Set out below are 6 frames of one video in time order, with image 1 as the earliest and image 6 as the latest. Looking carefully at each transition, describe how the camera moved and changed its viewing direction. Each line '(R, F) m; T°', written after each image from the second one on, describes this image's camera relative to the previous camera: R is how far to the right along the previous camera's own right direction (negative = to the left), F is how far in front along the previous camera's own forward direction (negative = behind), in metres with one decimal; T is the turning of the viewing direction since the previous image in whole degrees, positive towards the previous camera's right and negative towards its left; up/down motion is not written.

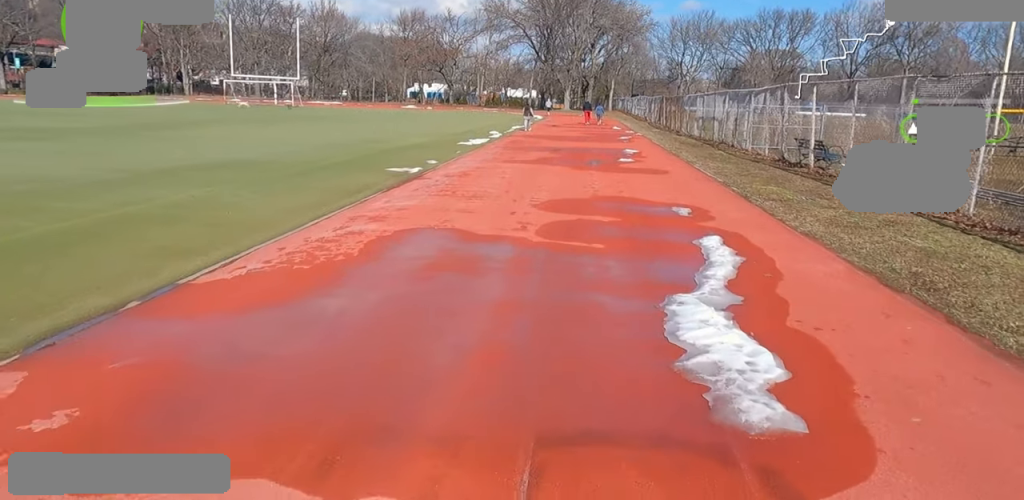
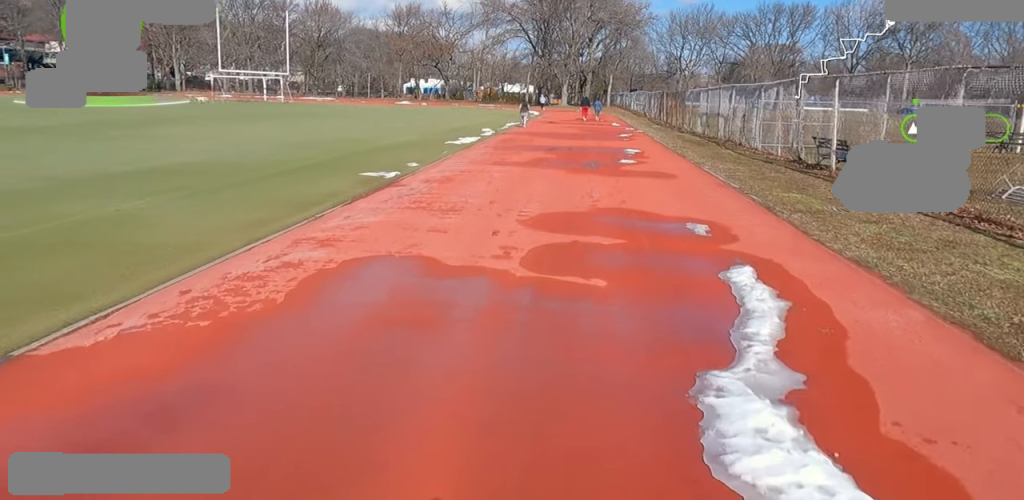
(0.0, +1.9) m; +2°
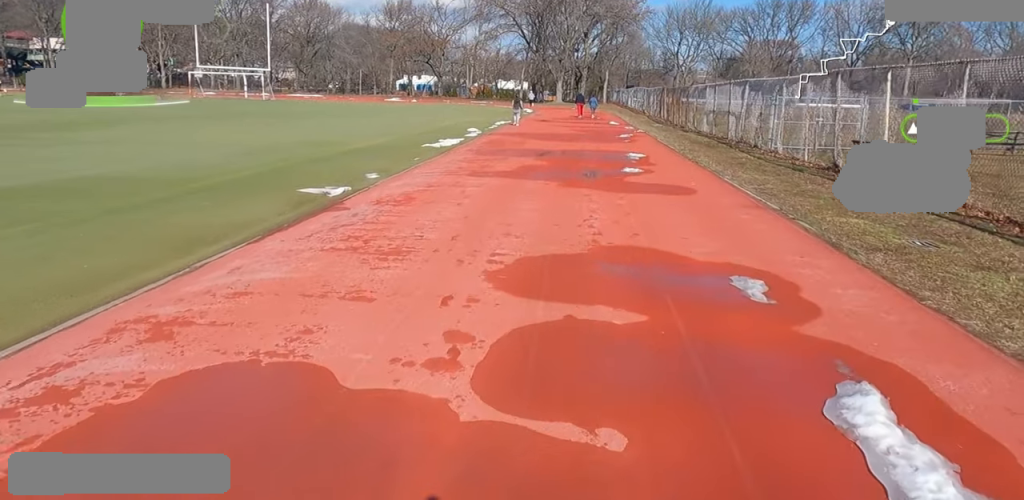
(+0.8, +3.1) m; 0°
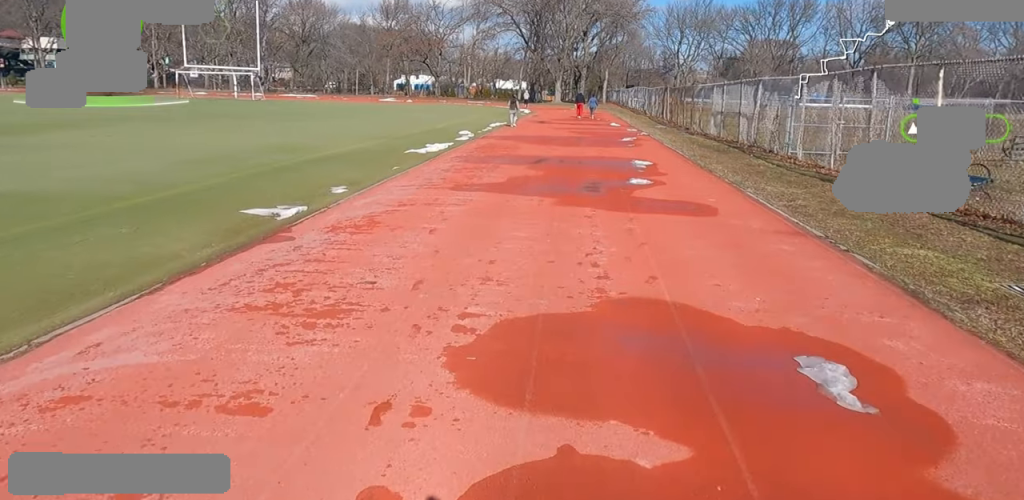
(-0.5, +2.1) m; -4°
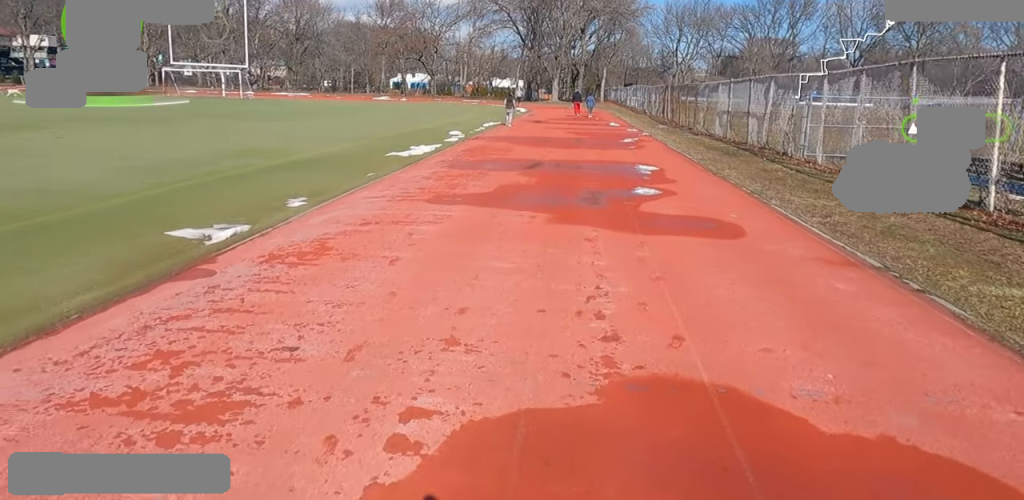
(-0.4, +1.9) m; -3°
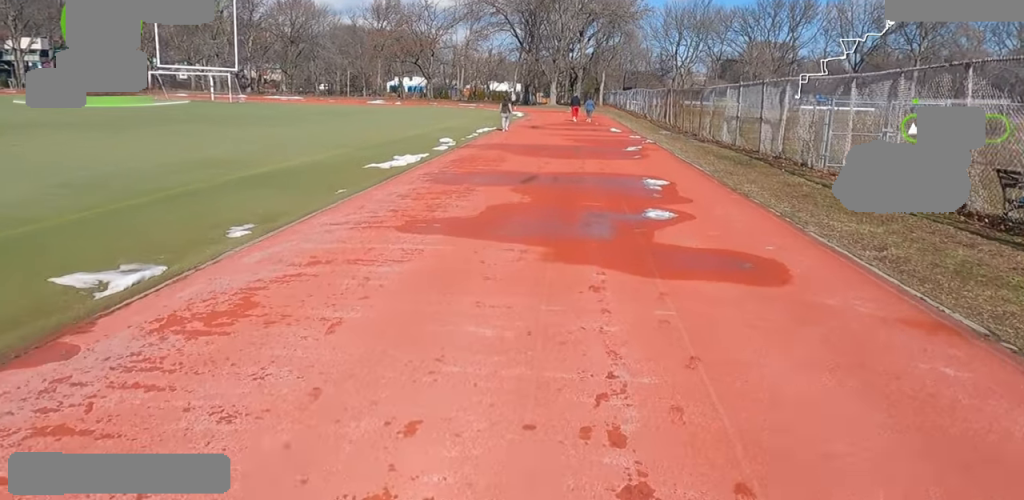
(+0.3, +2.0) m; 0°
